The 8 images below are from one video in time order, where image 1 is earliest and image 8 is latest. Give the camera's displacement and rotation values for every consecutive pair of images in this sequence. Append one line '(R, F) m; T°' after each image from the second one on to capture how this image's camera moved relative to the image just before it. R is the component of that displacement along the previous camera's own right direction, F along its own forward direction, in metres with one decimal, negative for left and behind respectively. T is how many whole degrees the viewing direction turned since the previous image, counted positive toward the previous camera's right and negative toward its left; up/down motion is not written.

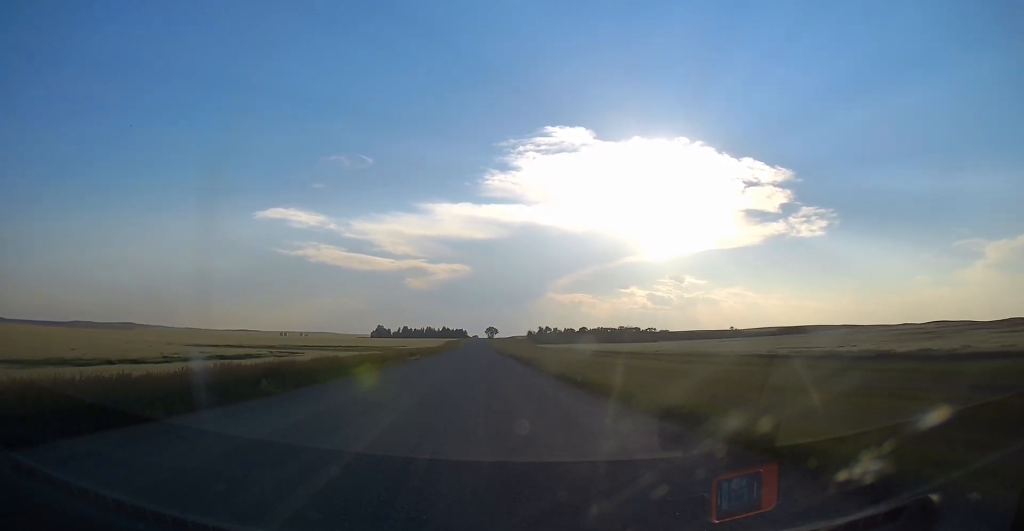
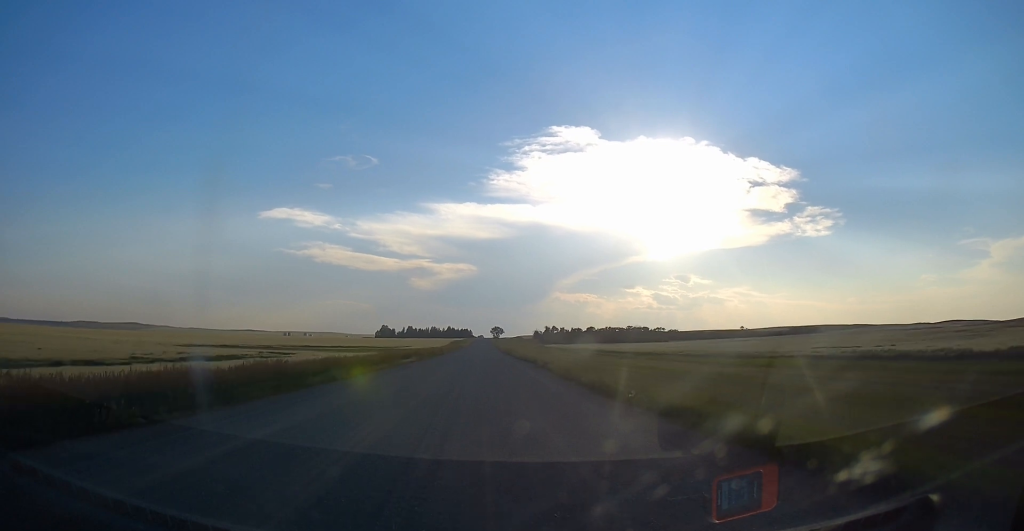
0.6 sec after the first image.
(-0.1, +9.1) m; +1°
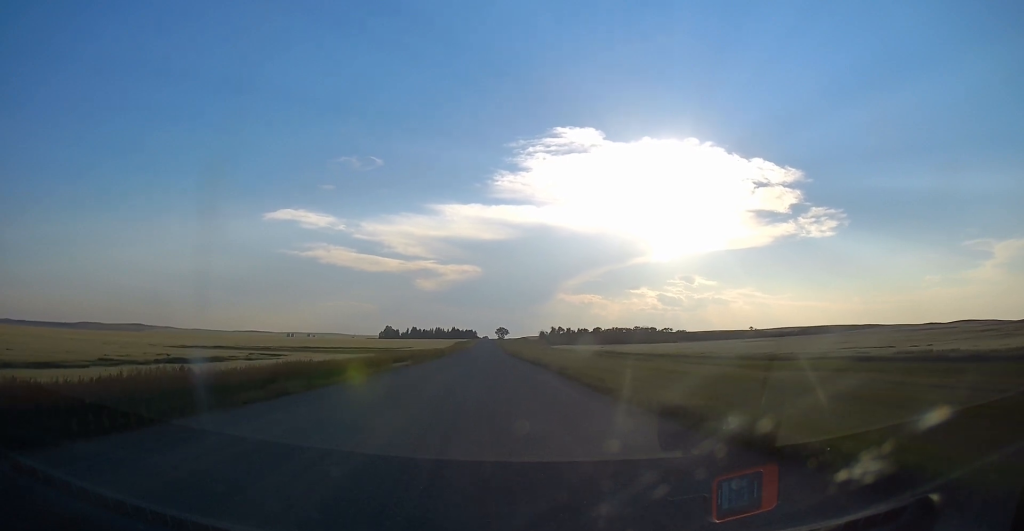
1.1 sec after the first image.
(+0.1, +7.5) m; 0°
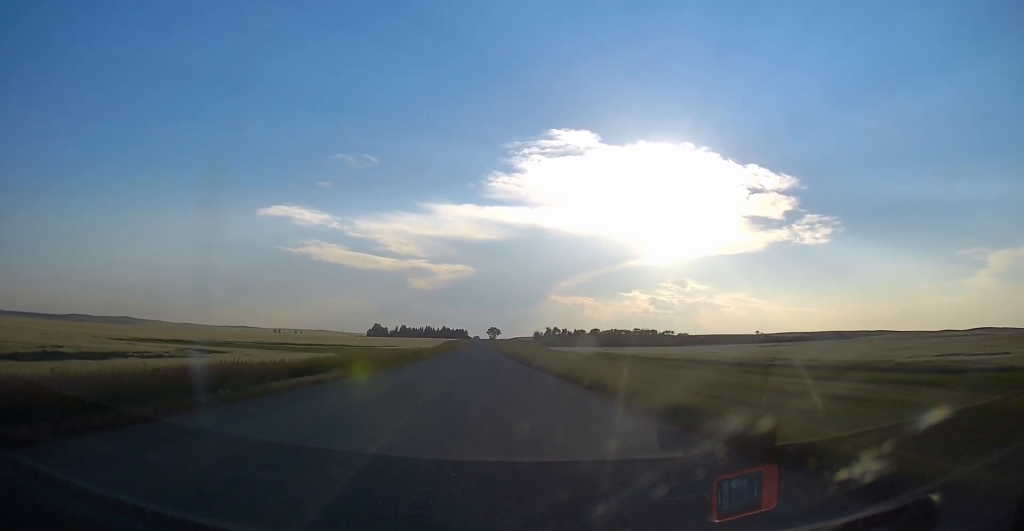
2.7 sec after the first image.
(-0.7, +23.8) m; -1°
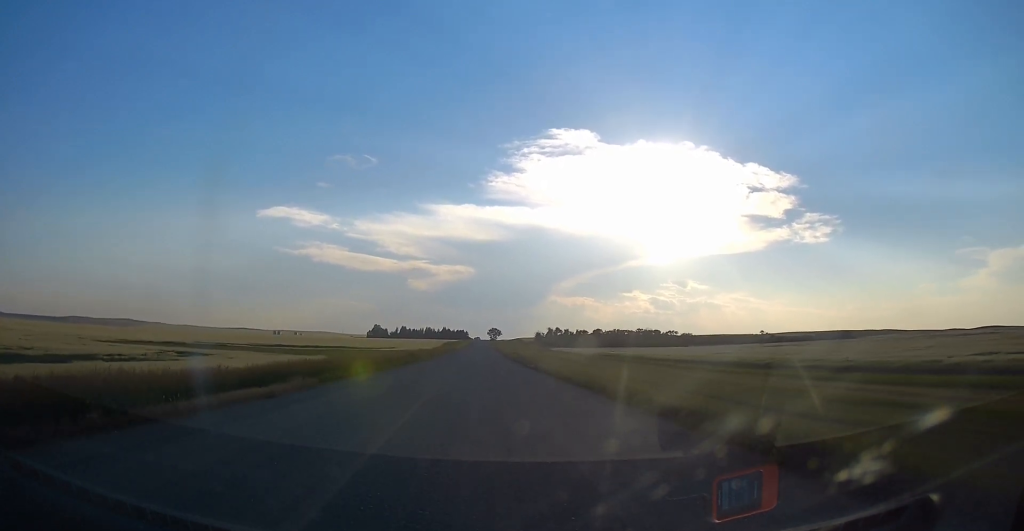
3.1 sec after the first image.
(+0.2, +5.9) m; +1°
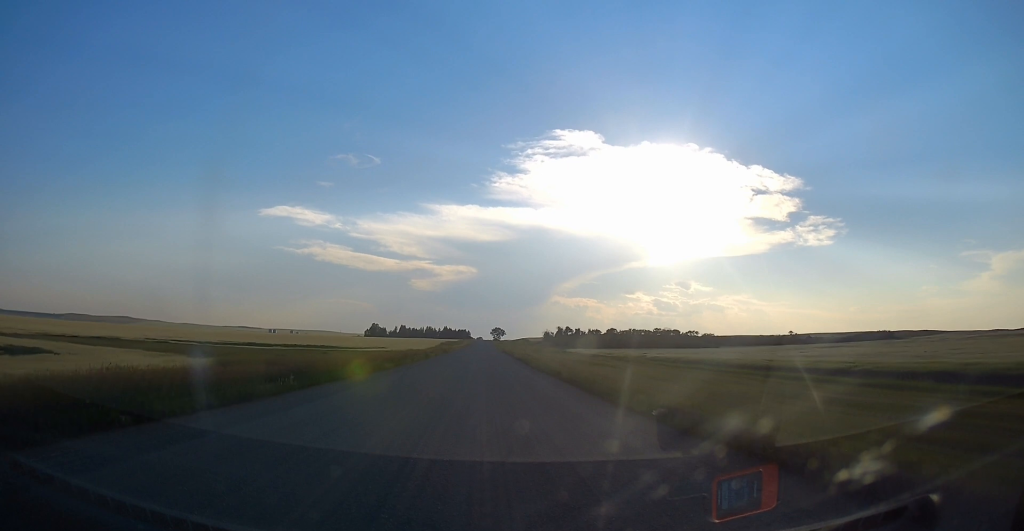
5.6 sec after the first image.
(+0.2, +36.0) m; -1°
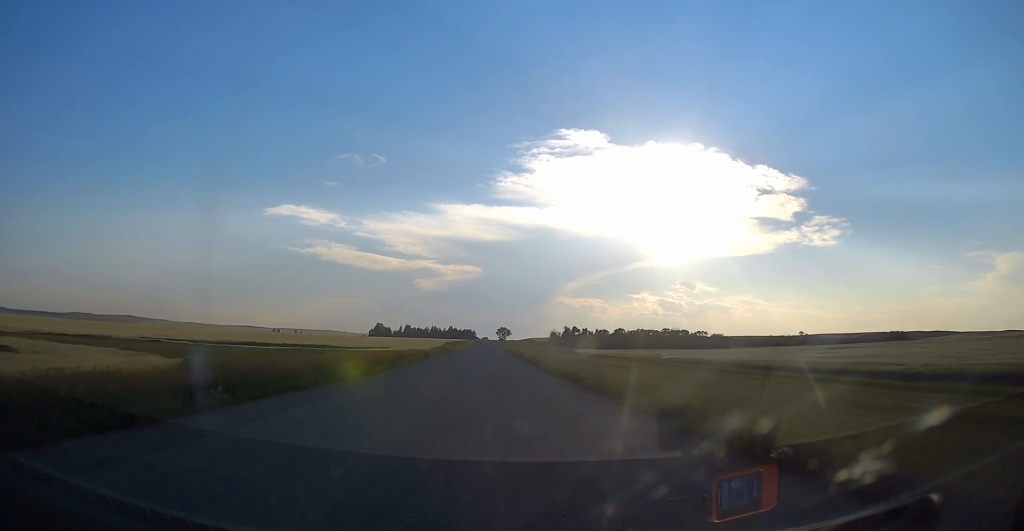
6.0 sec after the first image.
(0.0, +6.3) m; 0°
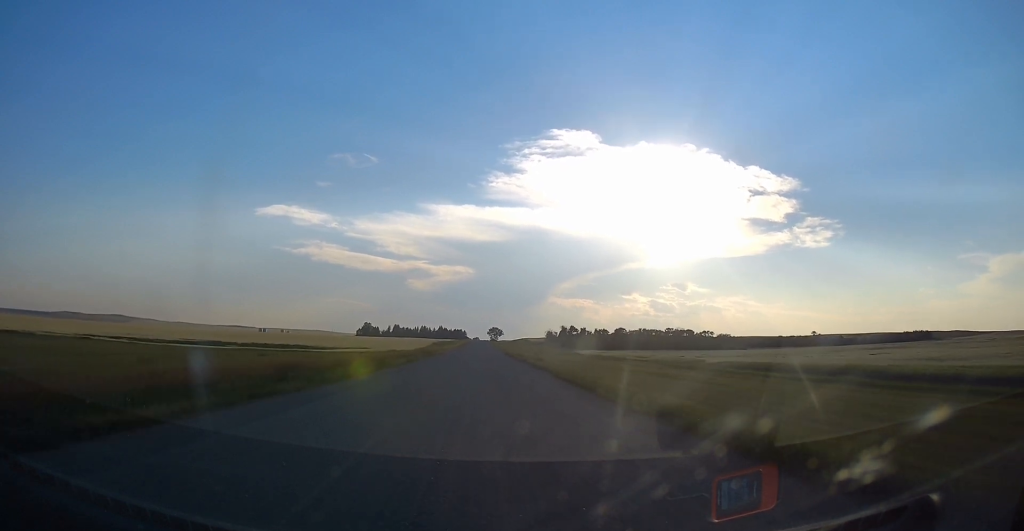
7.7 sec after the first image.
(0.0, +24.2) m; 0°
